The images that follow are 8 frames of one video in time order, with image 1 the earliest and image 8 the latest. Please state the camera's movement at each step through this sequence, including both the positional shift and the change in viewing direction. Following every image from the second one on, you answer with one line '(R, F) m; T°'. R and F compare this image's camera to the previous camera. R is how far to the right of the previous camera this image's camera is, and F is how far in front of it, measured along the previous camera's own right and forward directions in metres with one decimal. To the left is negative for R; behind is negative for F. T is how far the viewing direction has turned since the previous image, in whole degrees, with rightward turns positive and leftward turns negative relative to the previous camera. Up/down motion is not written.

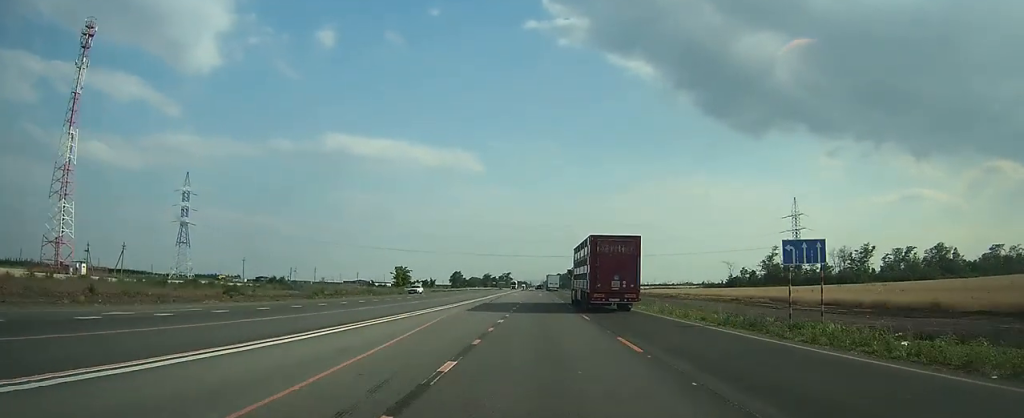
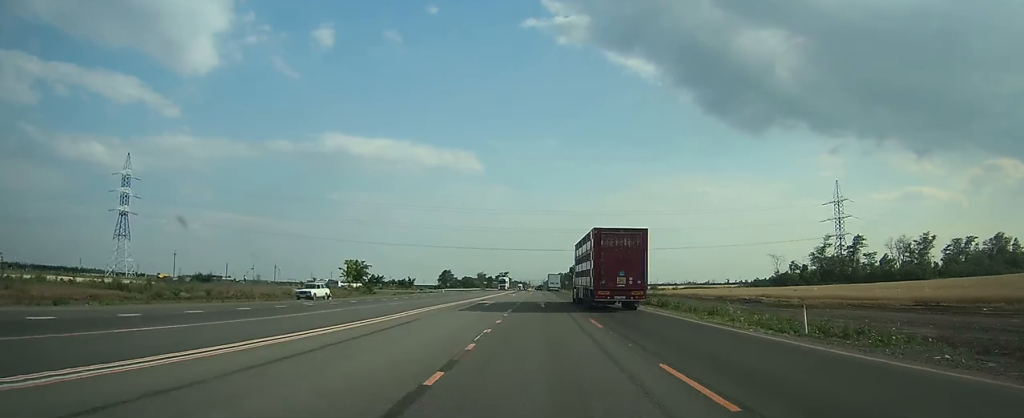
(0.0, +41.8) m; 0°
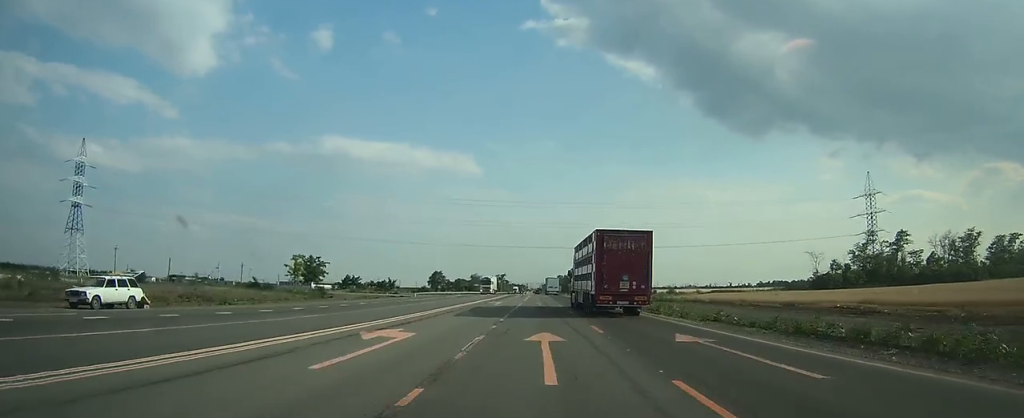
(+0.1, +25.6) m; 0°
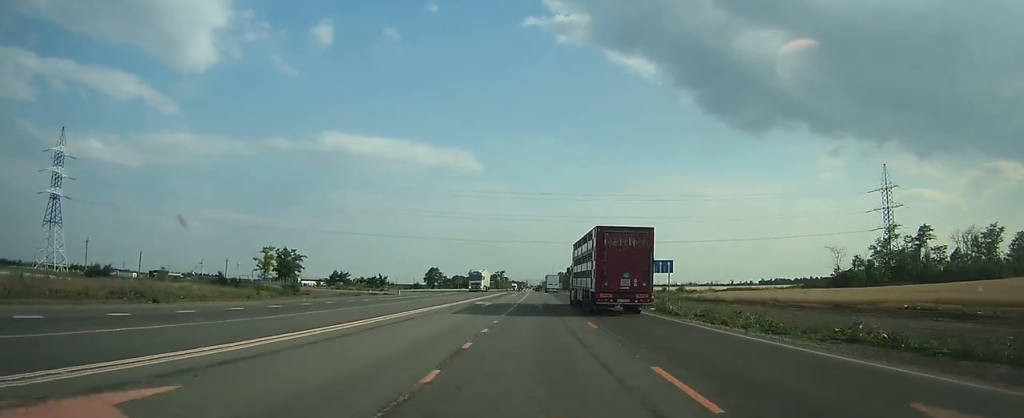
(0.0, +10.9) m; 0°
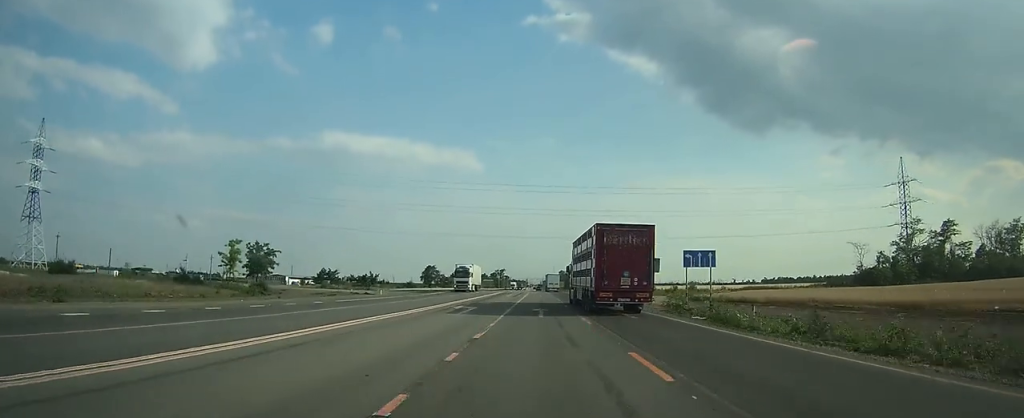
(+0.1, +10.1) m; 0°
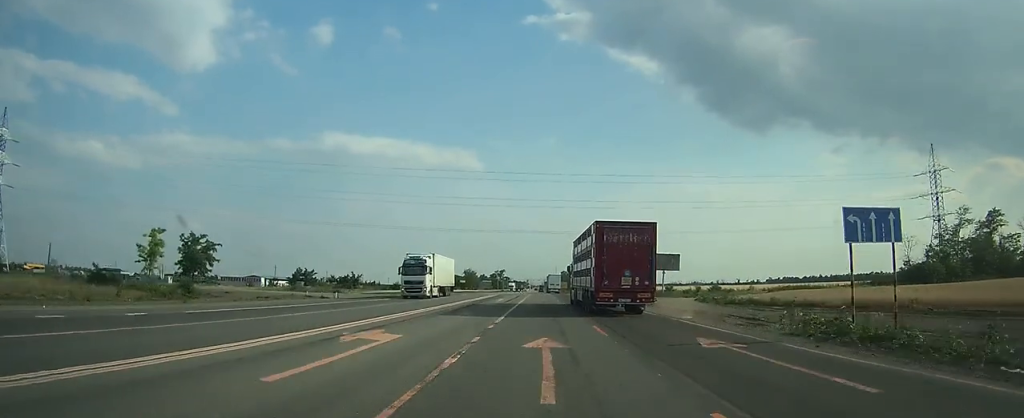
(+0.1, +17.0) m; +1°
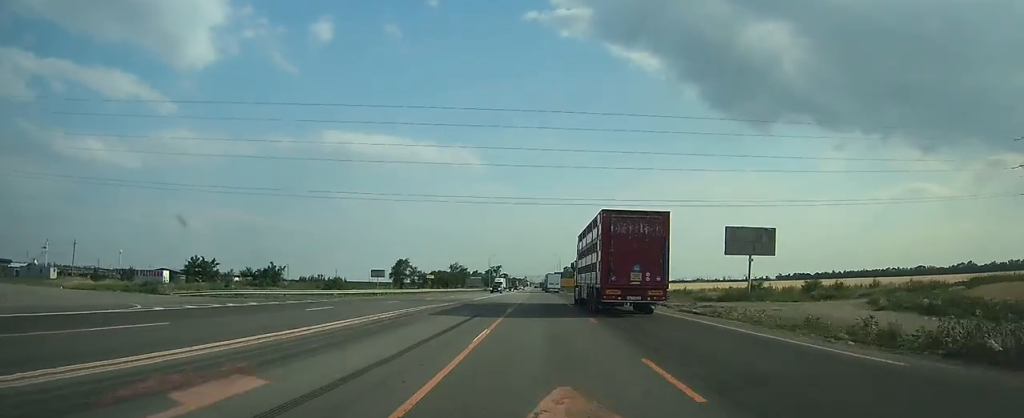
(+0.2, +44.7) m; 0°
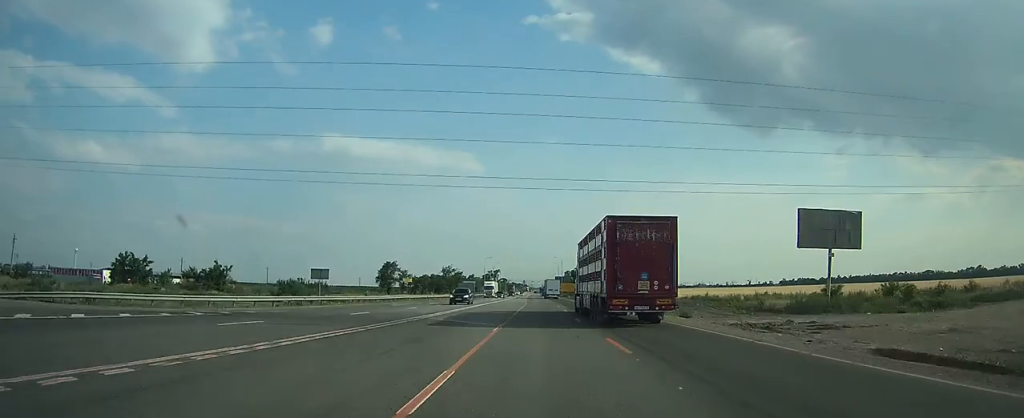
(-0.1, +18.5) m; 0°
